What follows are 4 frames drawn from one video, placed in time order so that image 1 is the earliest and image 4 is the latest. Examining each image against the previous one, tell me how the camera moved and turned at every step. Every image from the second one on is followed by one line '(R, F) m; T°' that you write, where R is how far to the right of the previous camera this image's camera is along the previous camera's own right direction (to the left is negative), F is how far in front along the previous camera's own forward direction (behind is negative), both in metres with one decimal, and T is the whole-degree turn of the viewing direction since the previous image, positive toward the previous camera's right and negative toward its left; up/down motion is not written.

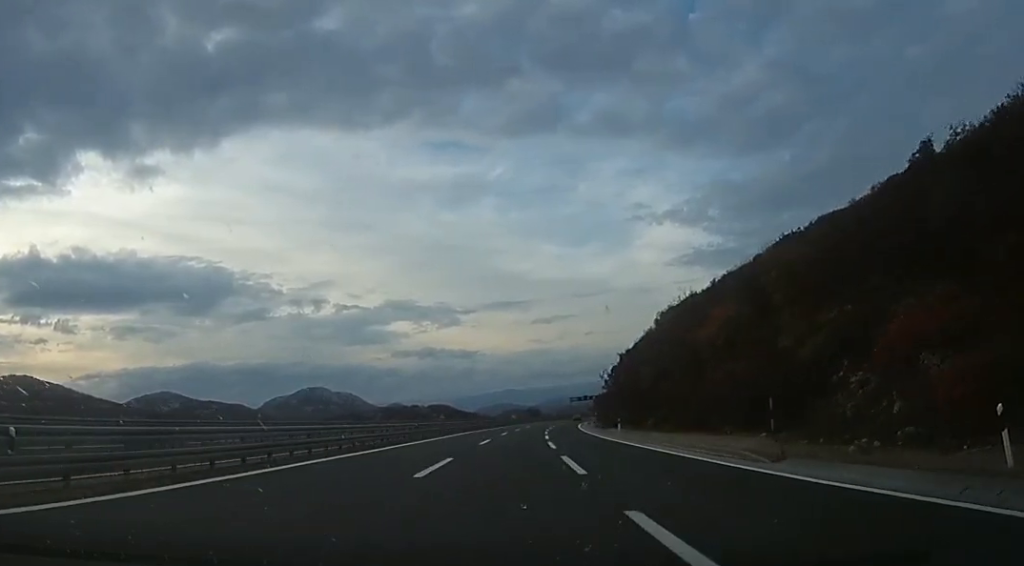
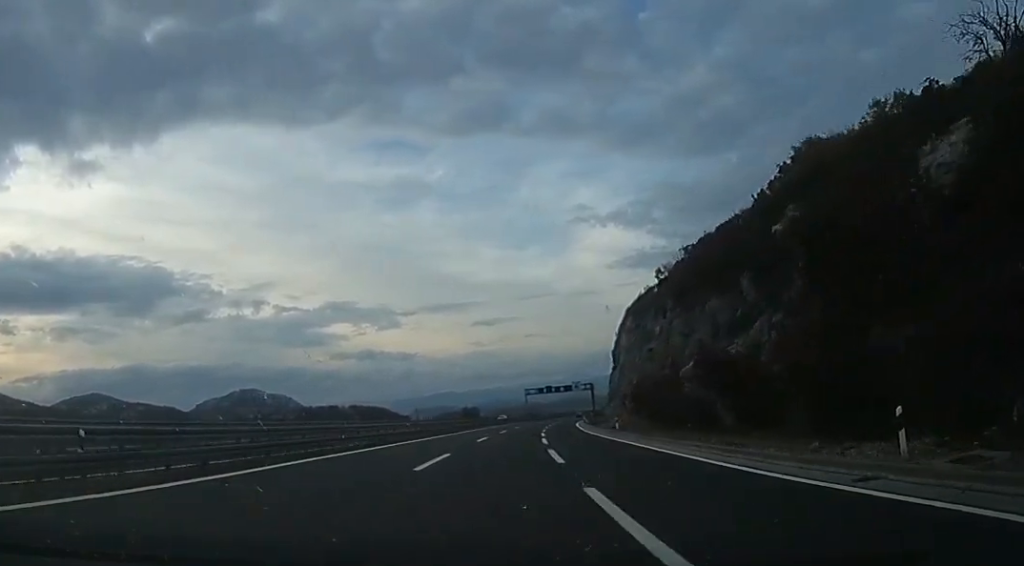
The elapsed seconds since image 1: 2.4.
(+5.9, +69.2) m; +7°
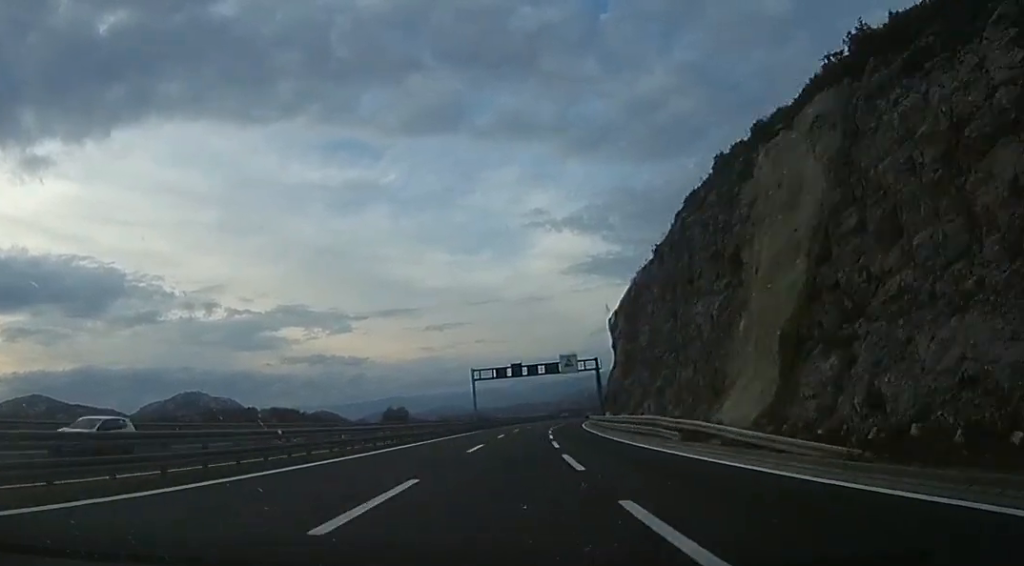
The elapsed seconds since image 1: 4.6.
(+0.4, +62.0) m; +3°
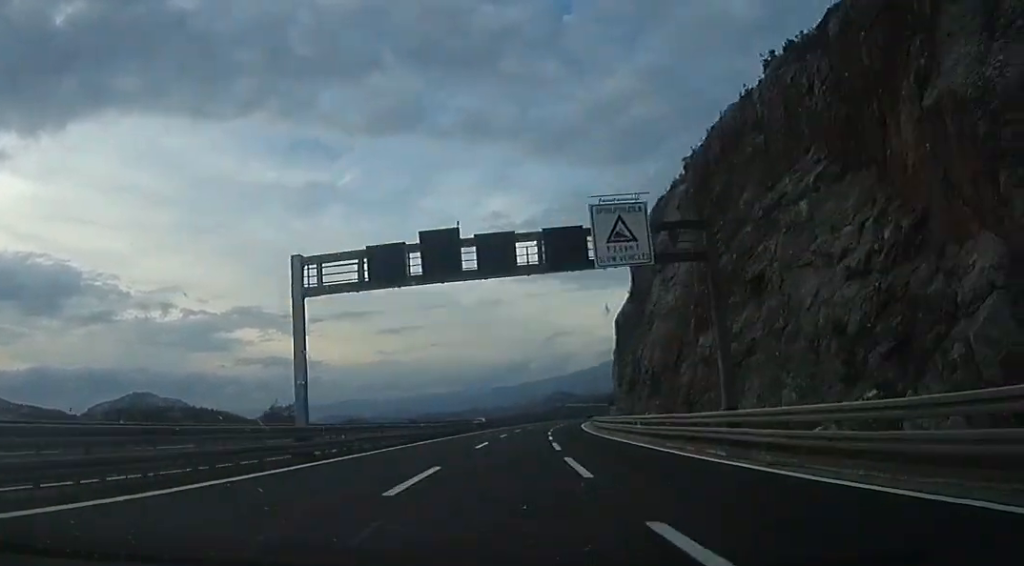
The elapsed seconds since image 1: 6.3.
(+1.1, +49.7) m; +4°
